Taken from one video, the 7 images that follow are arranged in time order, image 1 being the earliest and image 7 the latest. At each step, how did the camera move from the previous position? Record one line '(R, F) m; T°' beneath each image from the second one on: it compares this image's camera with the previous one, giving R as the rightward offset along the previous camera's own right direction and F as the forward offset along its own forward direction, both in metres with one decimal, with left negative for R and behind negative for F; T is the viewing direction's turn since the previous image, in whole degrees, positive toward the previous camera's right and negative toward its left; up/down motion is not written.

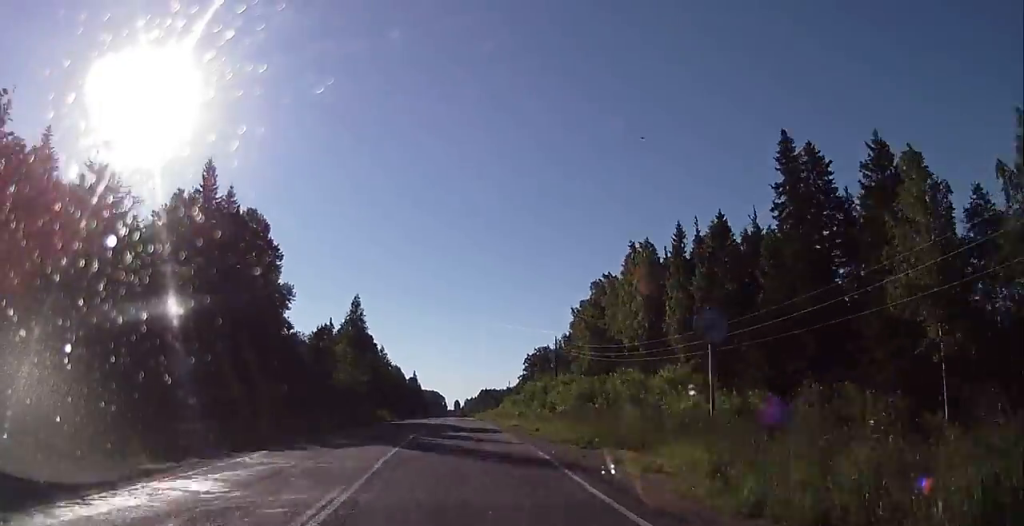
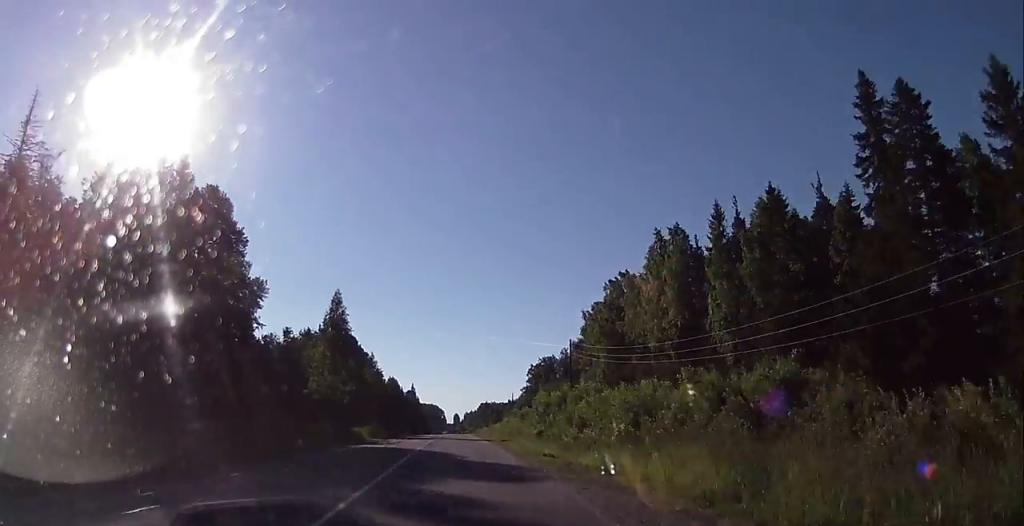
(+0.1, +12.7) m; 0°
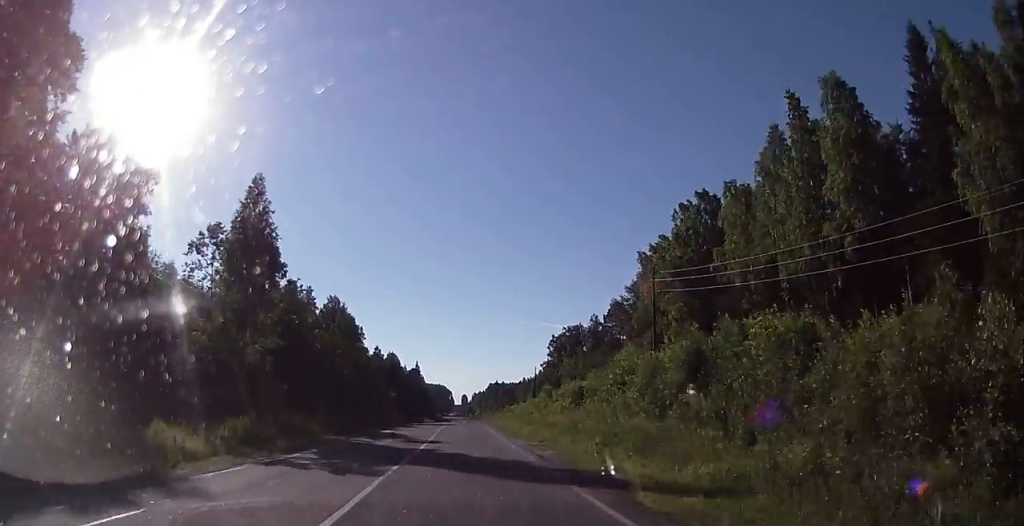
(+0.2, +32.7) m; 0°
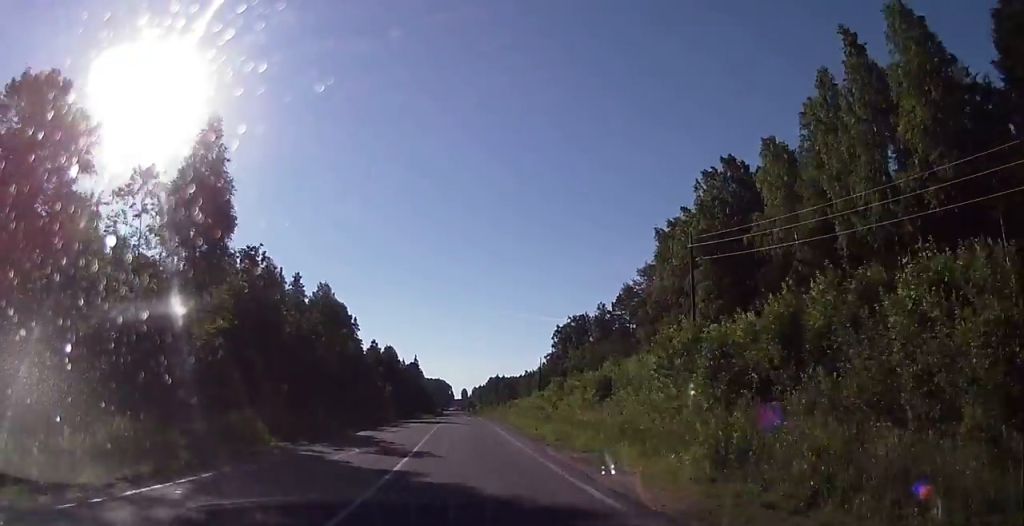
(0.0, +8.5) m; 0°
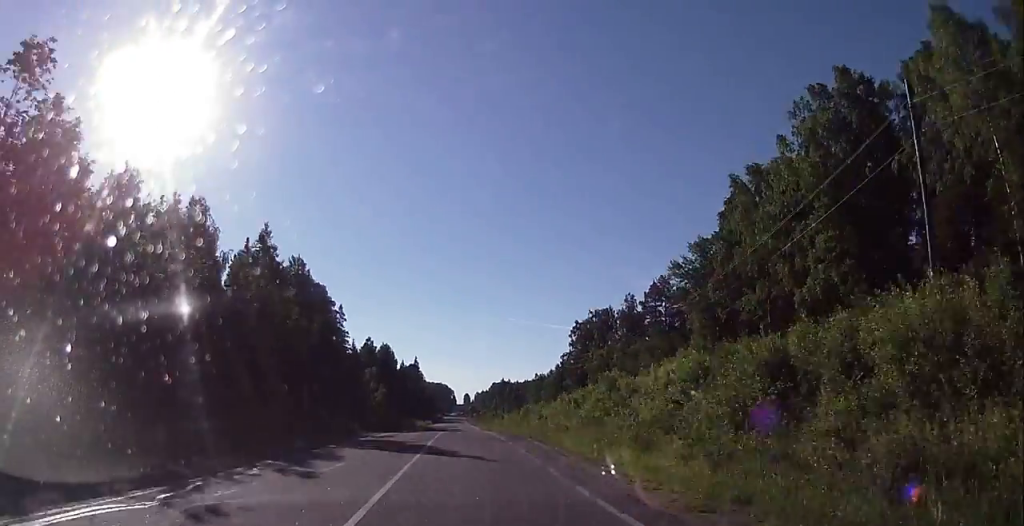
(-0.2, +22.1) m; 0°
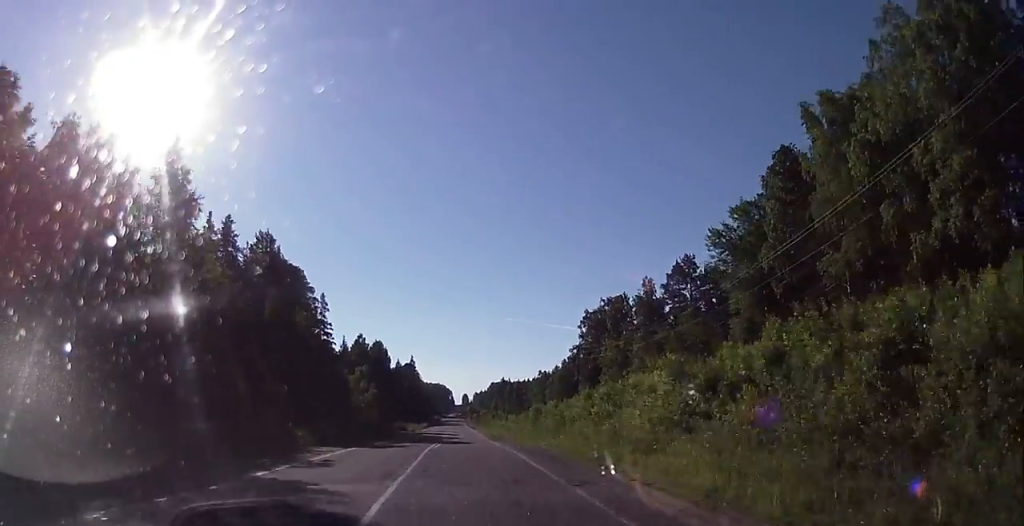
(-0.1, +14.3) m; 0°
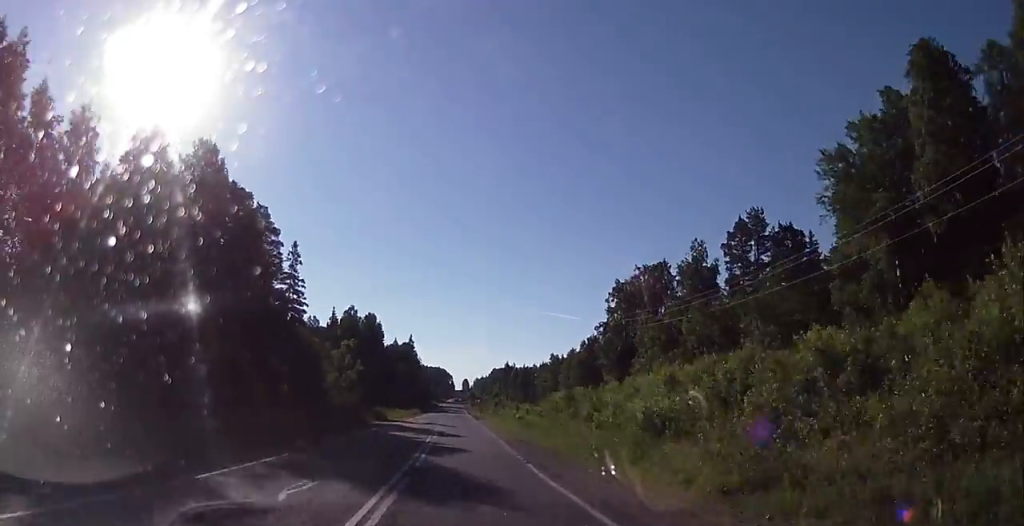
(+0.4, +22.3) m; 0°
